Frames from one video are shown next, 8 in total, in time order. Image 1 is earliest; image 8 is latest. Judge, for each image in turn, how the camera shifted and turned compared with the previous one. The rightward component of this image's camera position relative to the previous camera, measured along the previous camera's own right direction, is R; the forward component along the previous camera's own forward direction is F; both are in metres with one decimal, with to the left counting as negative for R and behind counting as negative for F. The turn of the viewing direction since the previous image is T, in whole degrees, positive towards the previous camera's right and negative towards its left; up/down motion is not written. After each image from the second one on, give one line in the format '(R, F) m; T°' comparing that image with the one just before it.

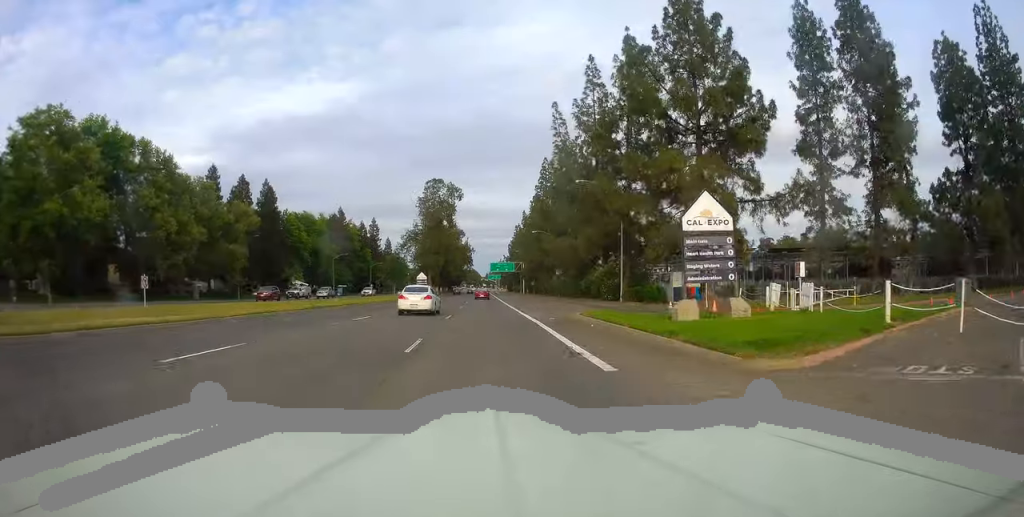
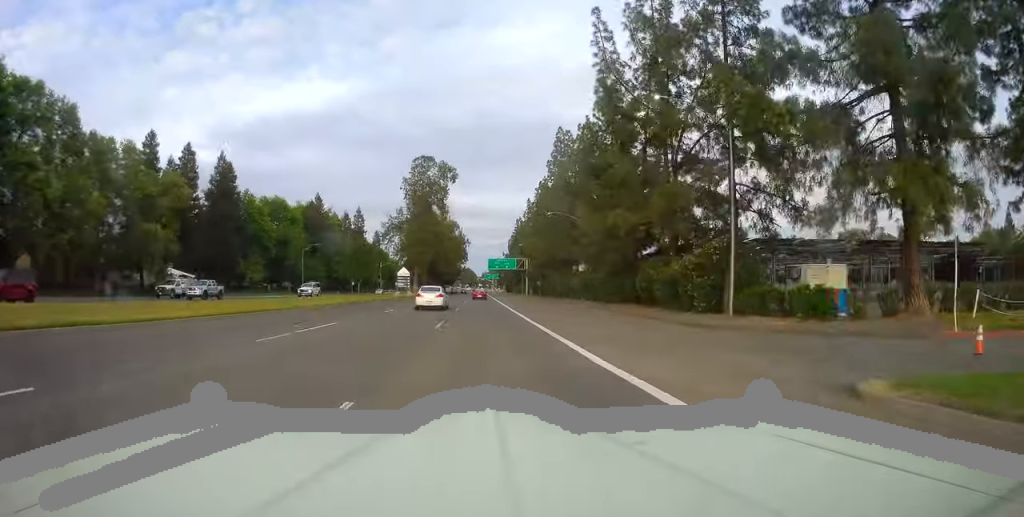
(-0.3, +22.1) m; -1°
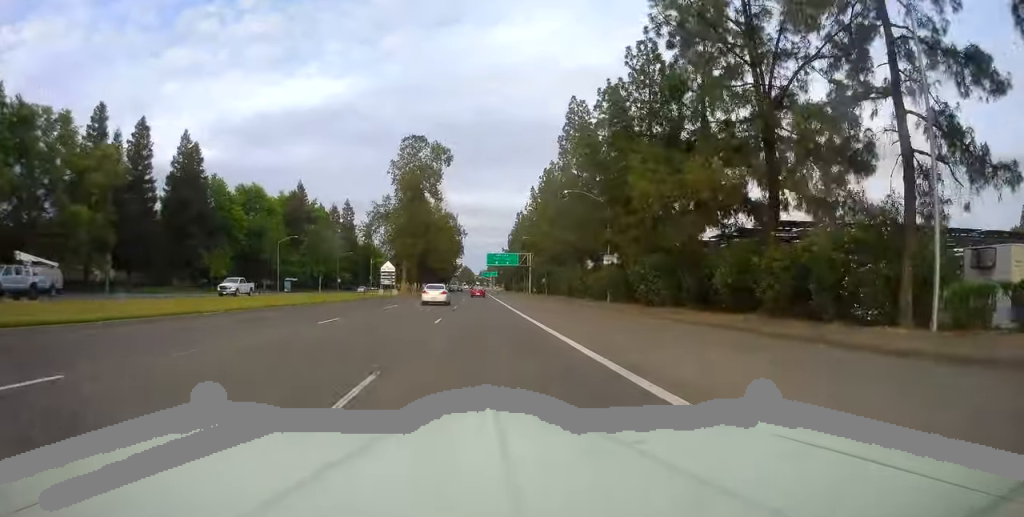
(-0.1, +14.0) m; 0°
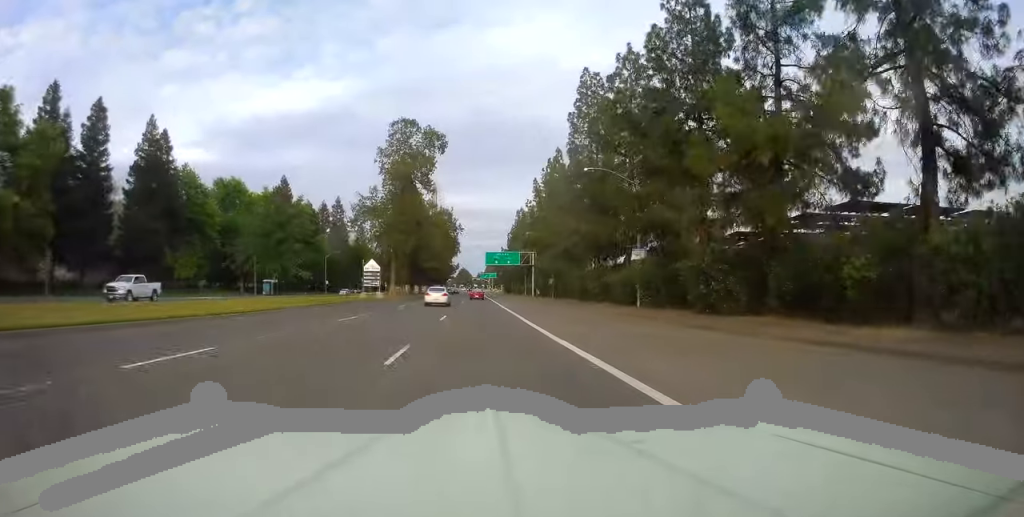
(0.0, +10.7) m; 0°
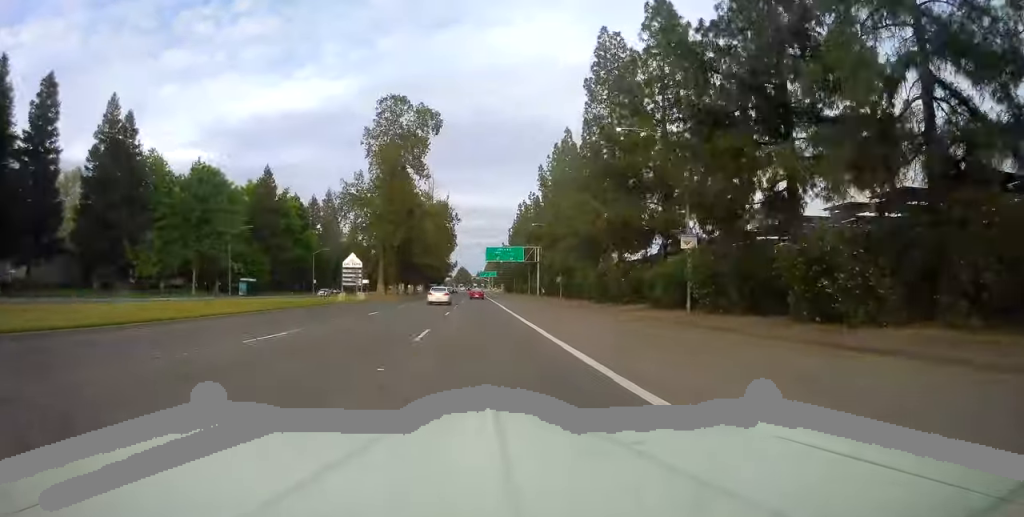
(0.0, +10.7) m; +1°
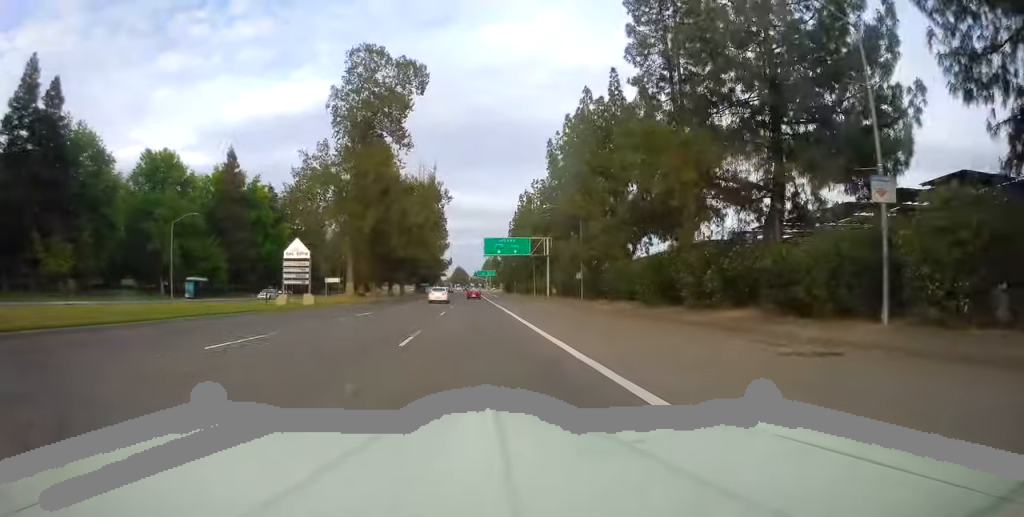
(+0.2, +17.3) m; +1°
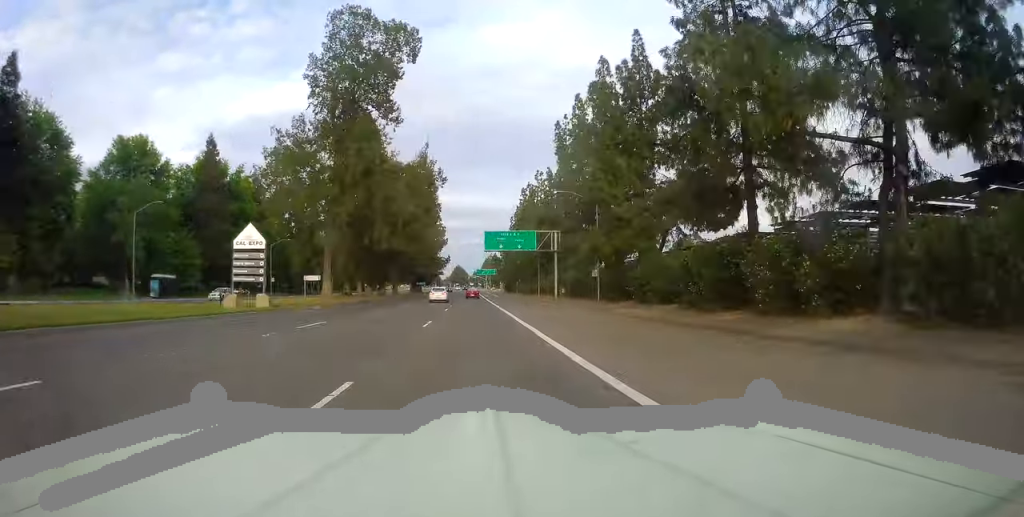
(+0.2, +8.7) m; 0°
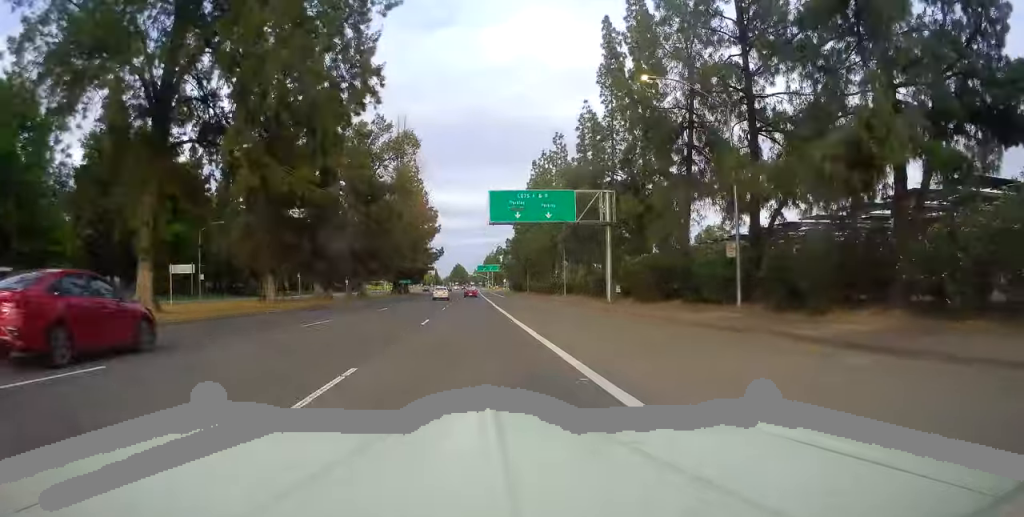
(-0.5, +28.3) m; 0°
